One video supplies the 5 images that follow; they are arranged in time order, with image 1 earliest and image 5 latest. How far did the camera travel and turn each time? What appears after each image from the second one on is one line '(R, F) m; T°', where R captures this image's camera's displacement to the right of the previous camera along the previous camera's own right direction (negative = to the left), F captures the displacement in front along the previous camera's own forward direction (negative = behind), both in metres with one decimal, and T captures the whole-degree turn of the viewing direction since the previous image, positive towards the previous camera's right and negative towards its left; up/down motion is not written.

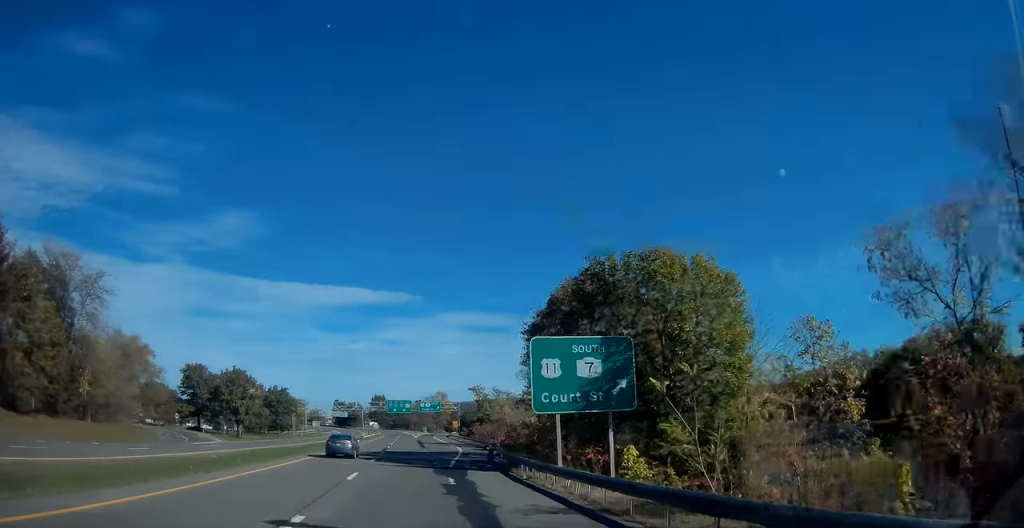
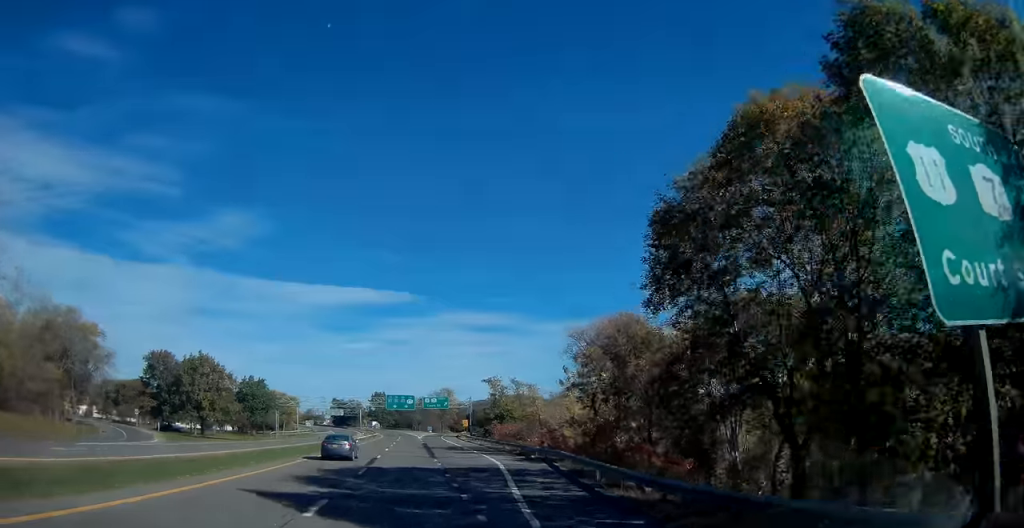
(0.0, +24.0) m; 0°
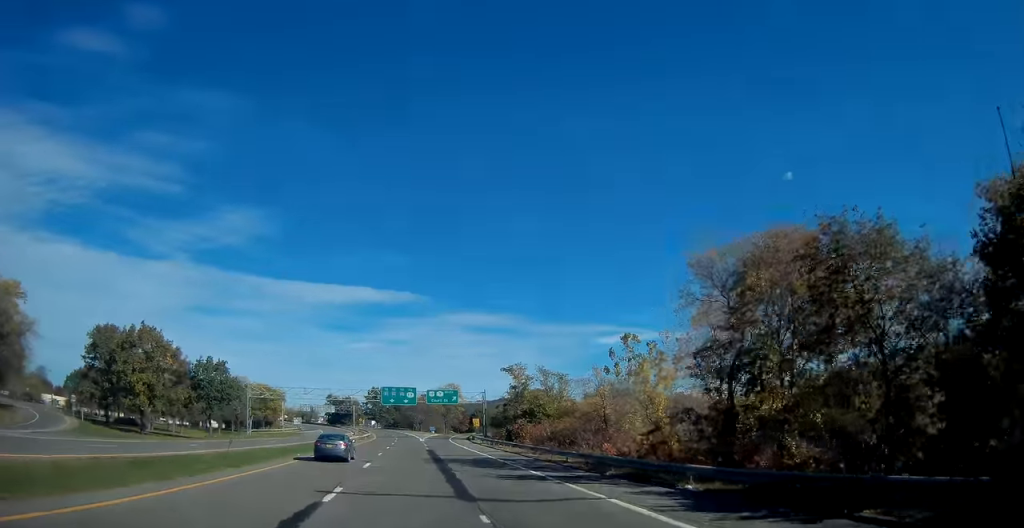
(0.0, +23.7) m; 0°
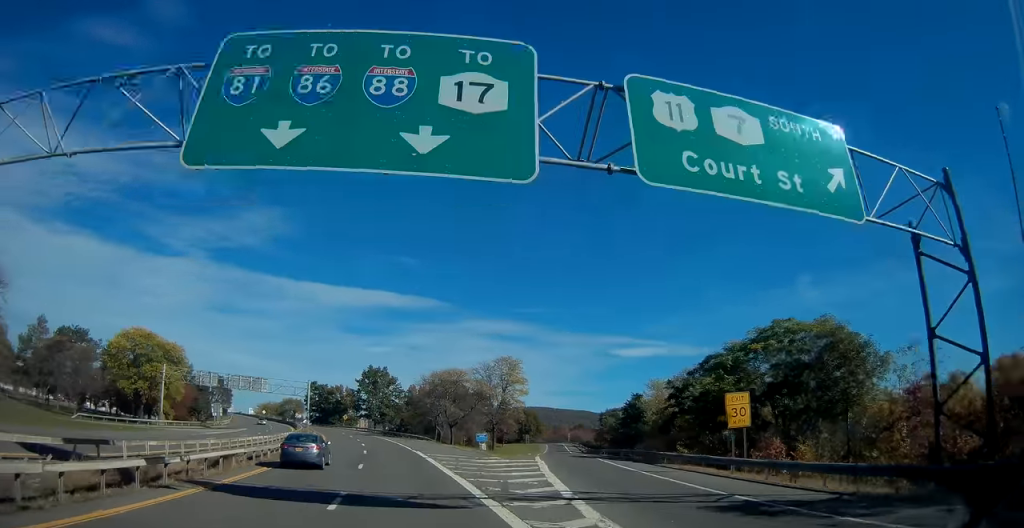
(-1.2, +85.1) m; -2°
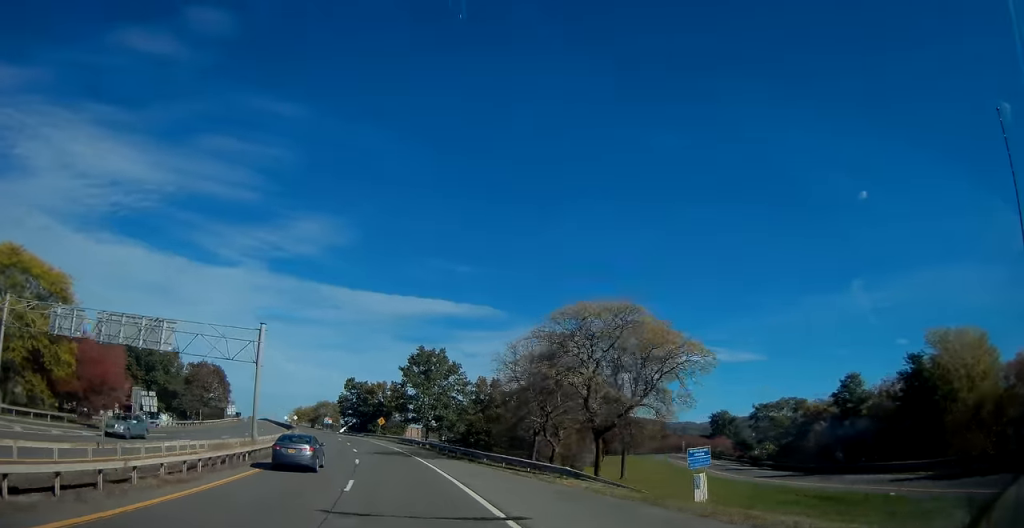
(-1.0, +37.8) m; -4°
